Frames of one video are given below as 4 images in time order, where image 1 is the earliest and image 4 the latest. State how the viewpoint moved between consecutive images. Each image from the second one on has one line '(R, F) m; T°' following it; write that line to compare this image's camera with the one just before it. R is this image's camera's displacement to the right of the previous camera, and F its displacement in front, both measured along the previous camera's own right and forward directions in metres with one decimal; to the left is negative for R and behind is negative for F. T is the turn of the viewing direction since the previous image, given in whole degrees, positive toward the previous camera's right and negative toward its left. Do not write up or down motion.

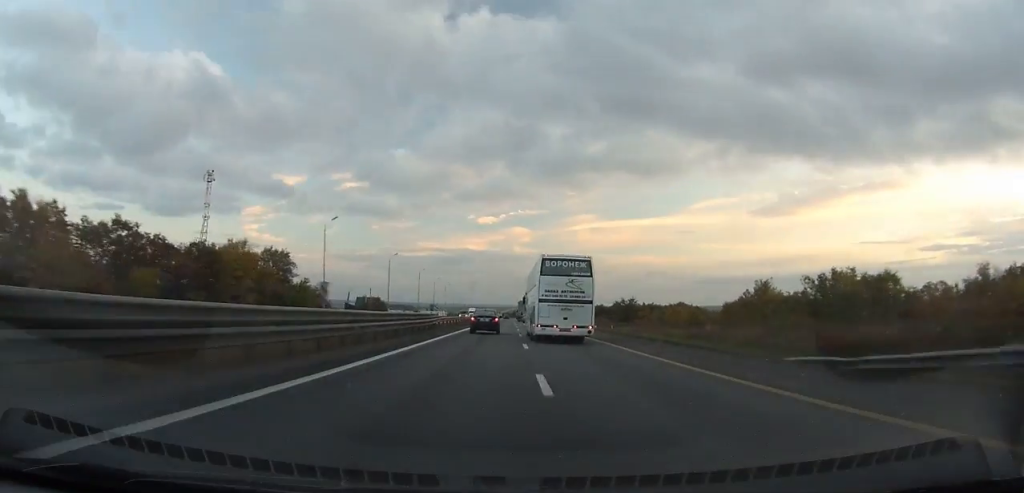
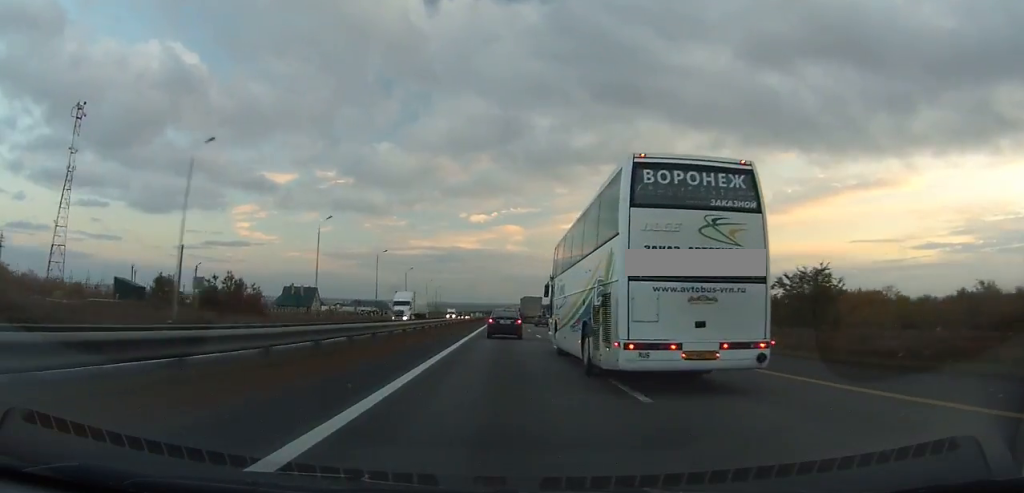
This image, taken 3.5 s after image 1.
(+0.3, +110.4) m; 0°
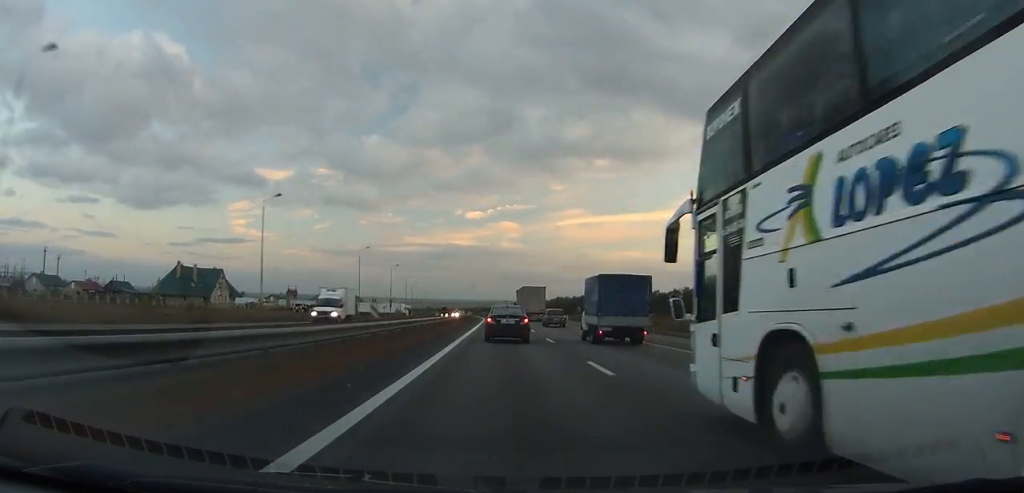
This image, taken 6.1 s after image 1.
(+0.1, +78.4) m; 0°
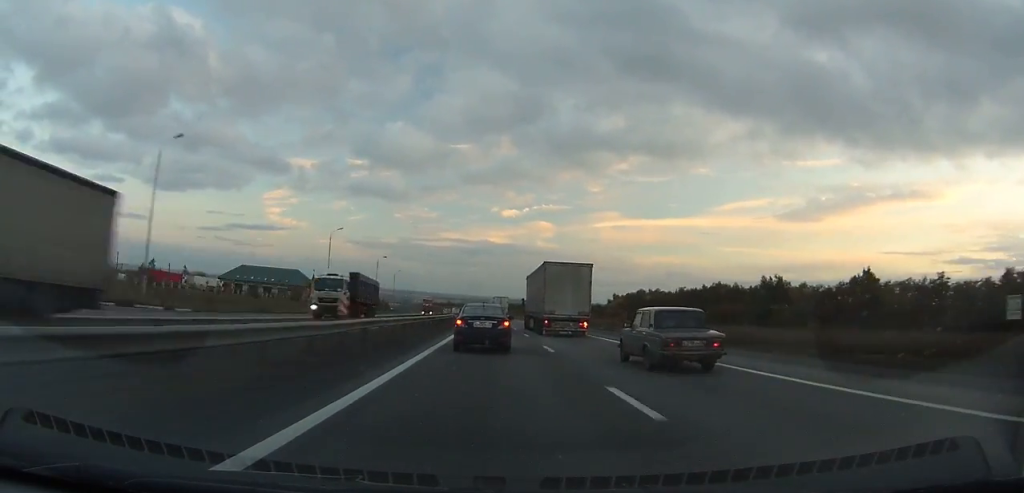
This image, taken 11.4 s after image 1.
(-1.8, +150.1) m; -2°
